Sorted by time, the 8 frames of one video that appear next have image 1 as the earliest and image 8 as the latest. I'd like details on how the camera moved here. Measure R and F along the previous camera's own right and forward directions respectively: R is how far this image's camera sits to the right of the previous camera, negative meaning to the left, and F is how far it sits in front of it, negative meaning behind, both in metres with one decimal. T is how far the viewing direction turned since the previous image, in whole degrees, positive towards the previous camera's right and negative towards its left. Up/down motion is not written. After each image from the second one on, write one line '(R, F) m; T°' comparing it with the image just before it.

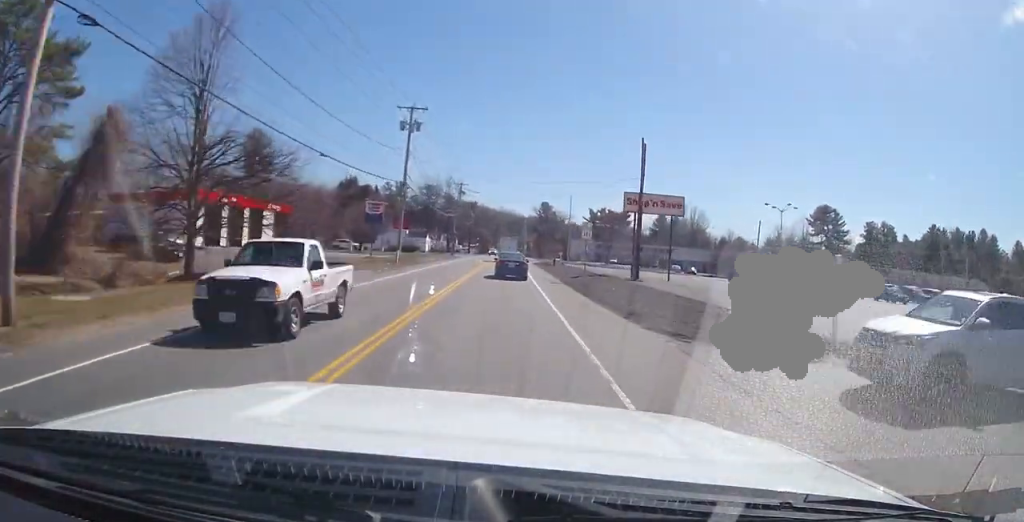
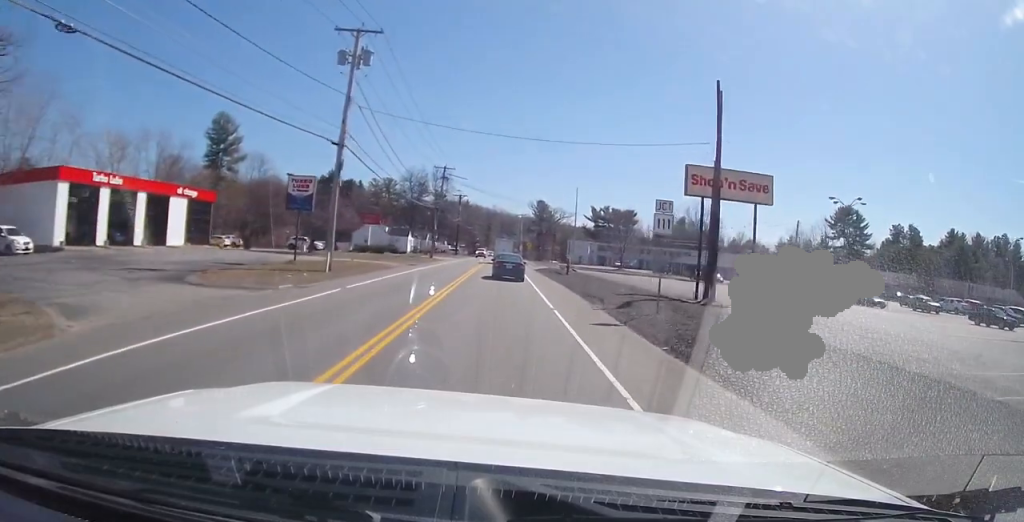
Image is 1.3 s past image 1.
(0.0, +16.4) m; +1°
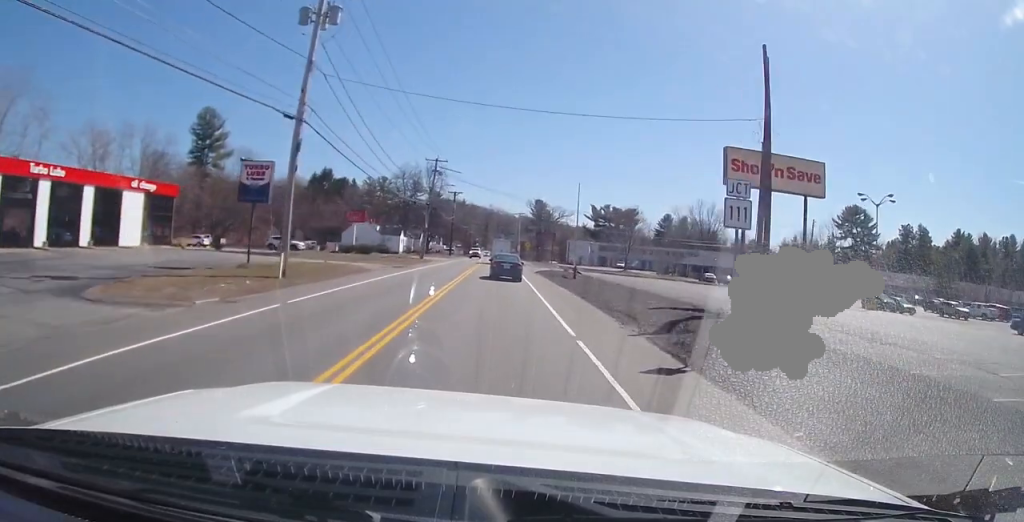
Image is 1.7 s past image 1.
(0.0, +5.6) m; +1°
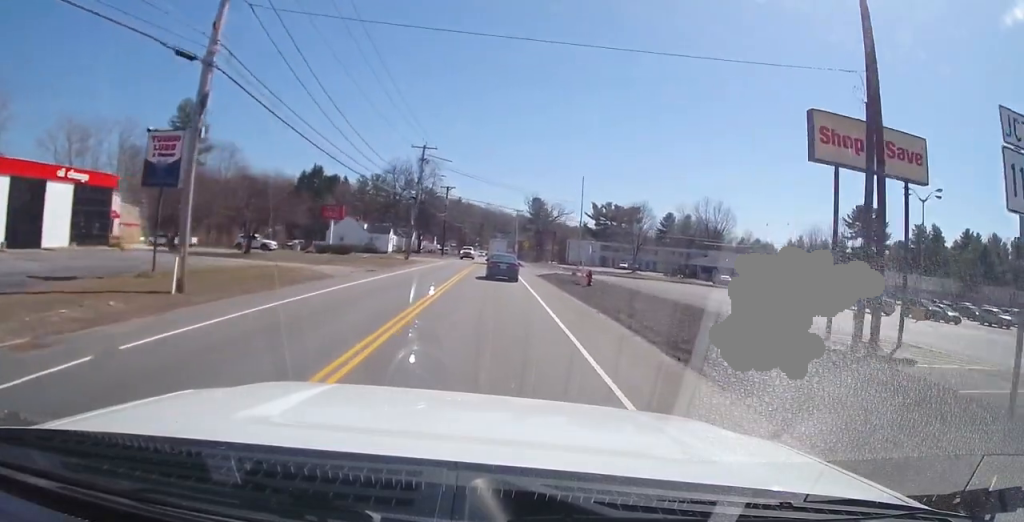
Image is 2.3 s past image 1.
(+0.2, +7.3) m; +1°
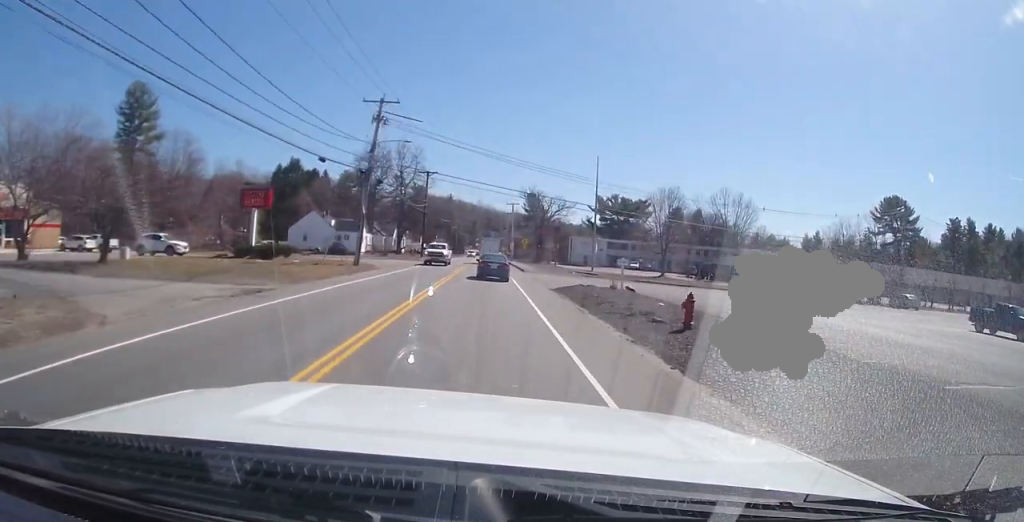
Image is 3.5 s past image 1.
(+0.1, +16.1) m; 0°
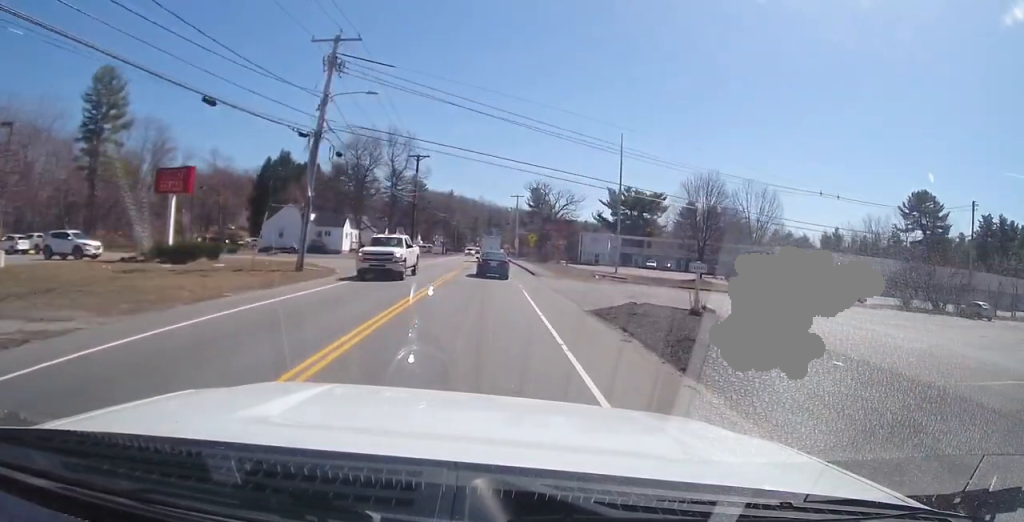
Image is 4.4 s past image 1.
(-0.1, +10.4) m; 0°
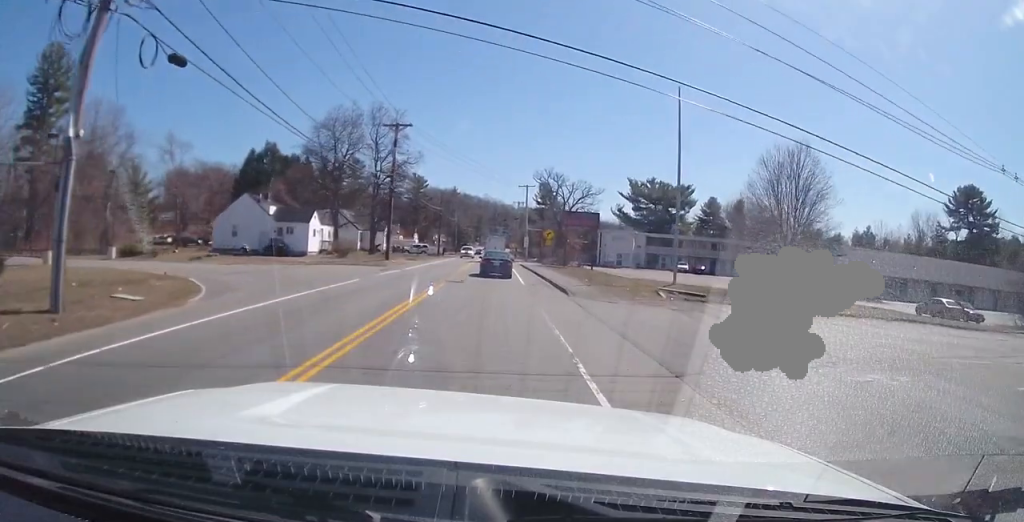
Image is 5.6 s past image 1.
(0.0, +14.9) m; 0°
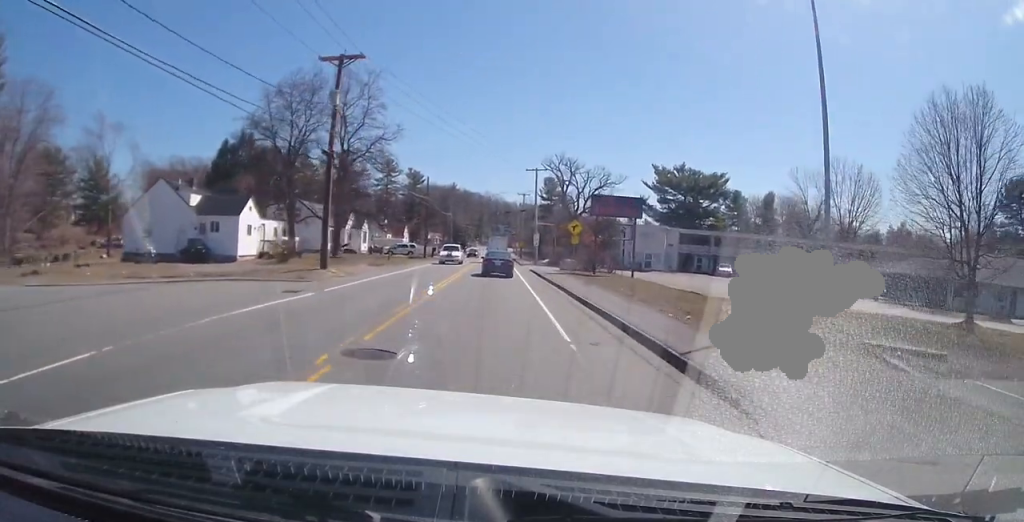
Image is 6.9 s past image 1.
(+0.3, +16.6) m; +3°
